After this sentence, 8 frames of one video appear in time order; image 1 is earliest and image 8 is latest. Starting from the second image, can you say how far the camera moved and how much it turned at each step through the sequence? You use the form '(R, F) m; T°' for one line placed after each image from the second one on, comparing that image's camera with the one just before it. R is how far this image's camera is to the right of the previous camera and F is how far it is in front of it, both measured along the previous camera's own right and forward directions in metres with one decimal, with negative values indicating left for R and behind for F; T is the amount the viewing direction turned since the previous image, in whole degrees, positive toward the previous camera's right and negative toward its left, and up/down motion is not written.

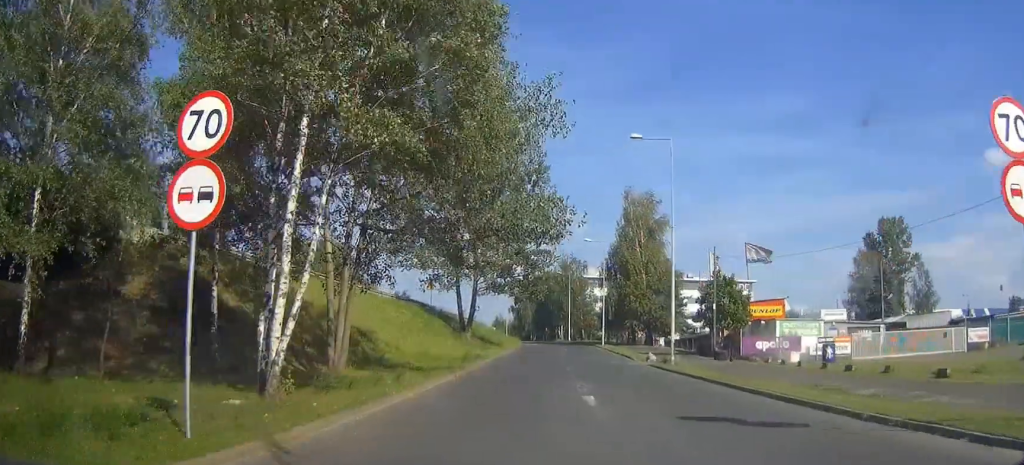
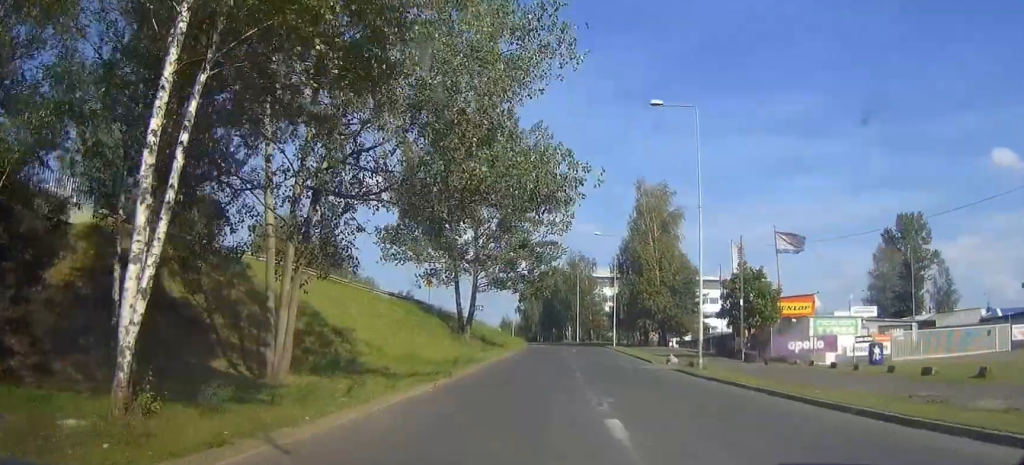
(-0.3, +5.0) m; -4°
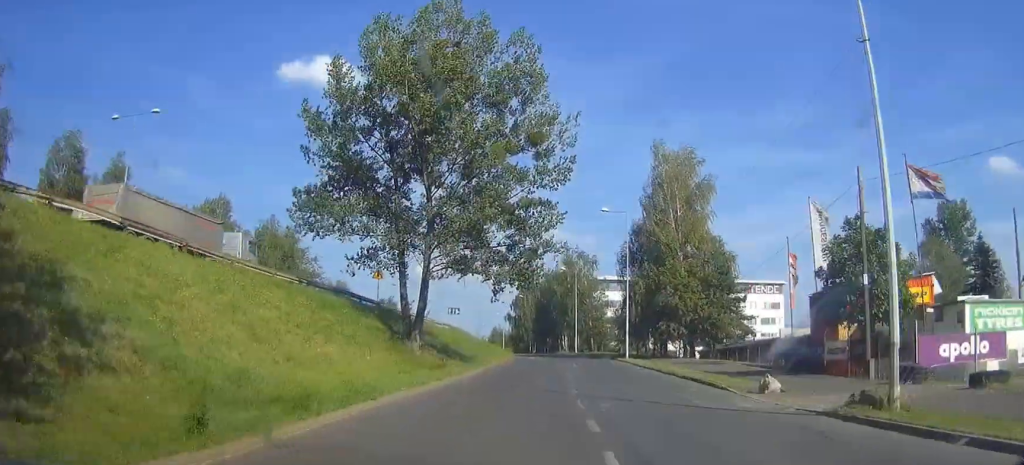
(+0.1, +17.9) m; +1°
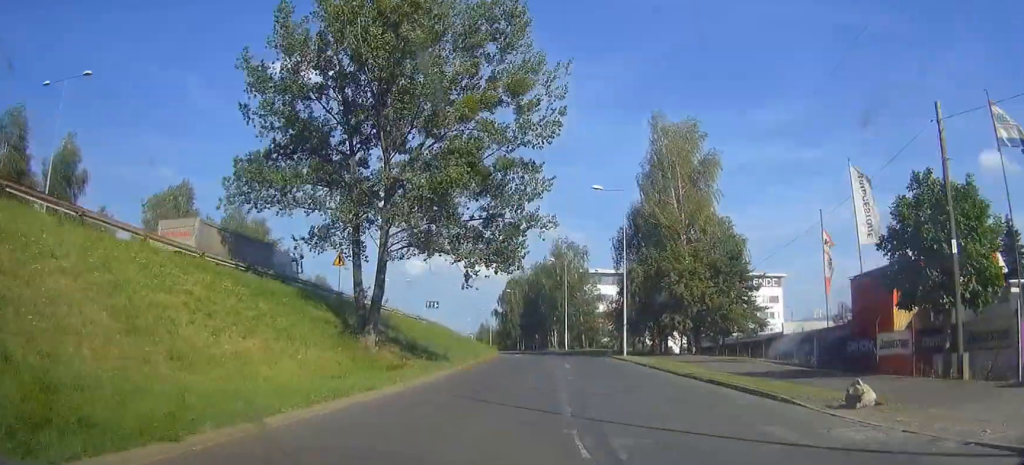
(0.0, +6.6) m; +1°
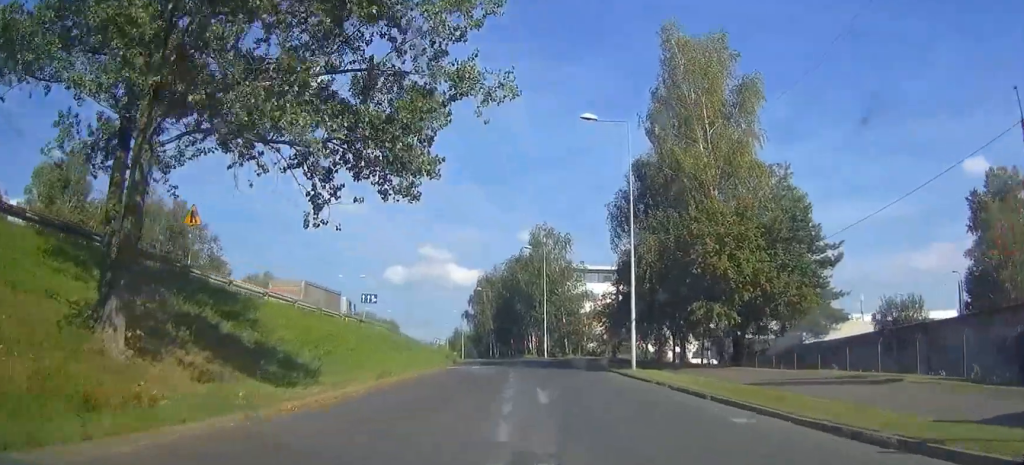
(+0.2, +17.6) m; +1°
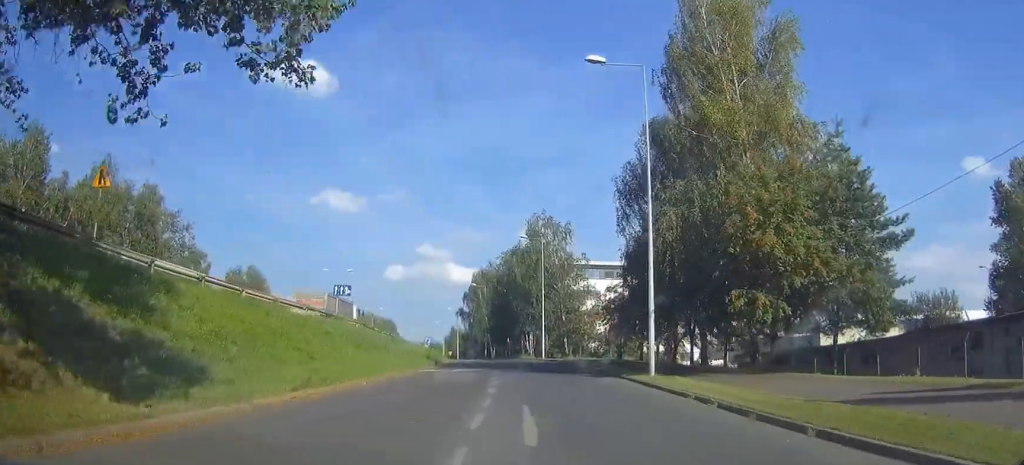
(0.0, +6.8) m; 0°
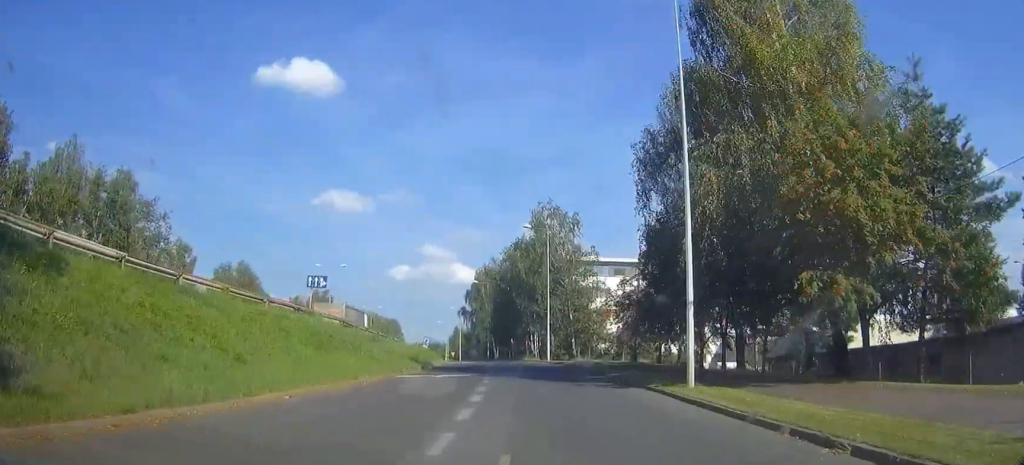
(0.0, +6.5) m; 0°
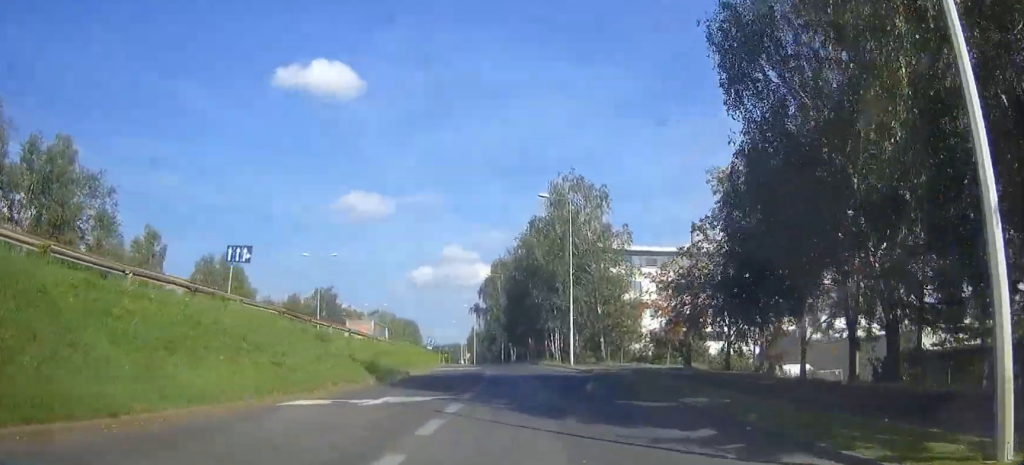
(-0.1, +13.4) m; -2°
